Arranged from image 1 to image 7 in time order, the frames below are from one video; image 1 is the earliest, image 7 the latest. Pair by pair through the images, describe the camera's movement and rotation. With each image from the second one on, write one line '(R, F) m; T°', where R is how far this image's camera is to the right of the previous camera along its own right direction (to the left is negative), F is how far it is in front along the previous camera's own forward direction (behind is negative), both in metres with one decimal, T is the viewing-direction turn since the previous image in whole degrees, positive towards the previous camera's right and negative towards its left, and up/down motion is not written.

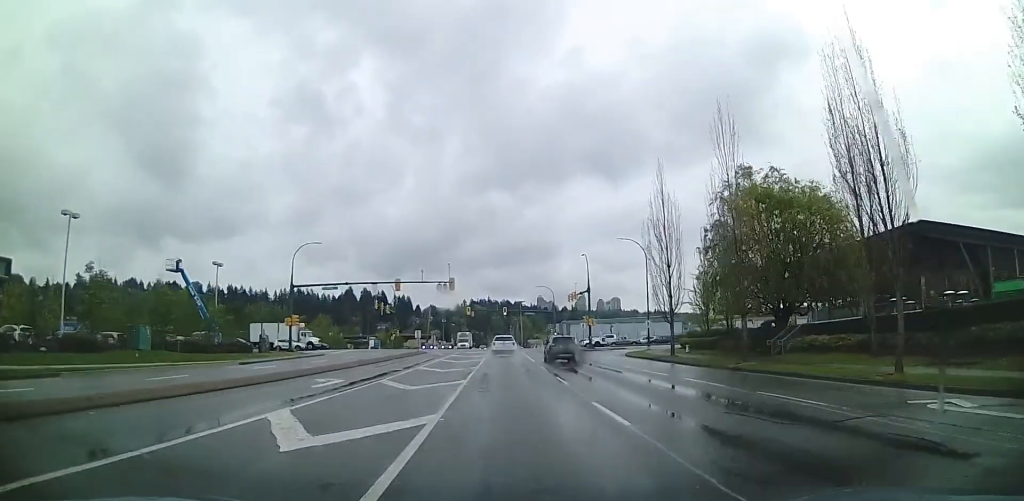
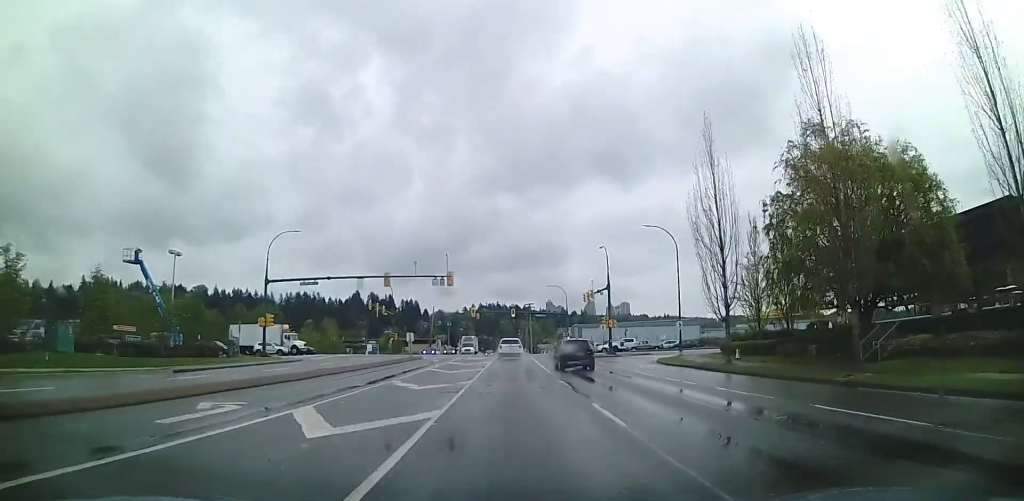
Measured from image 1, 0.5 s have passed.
(0.0, +8.5) m; -1°
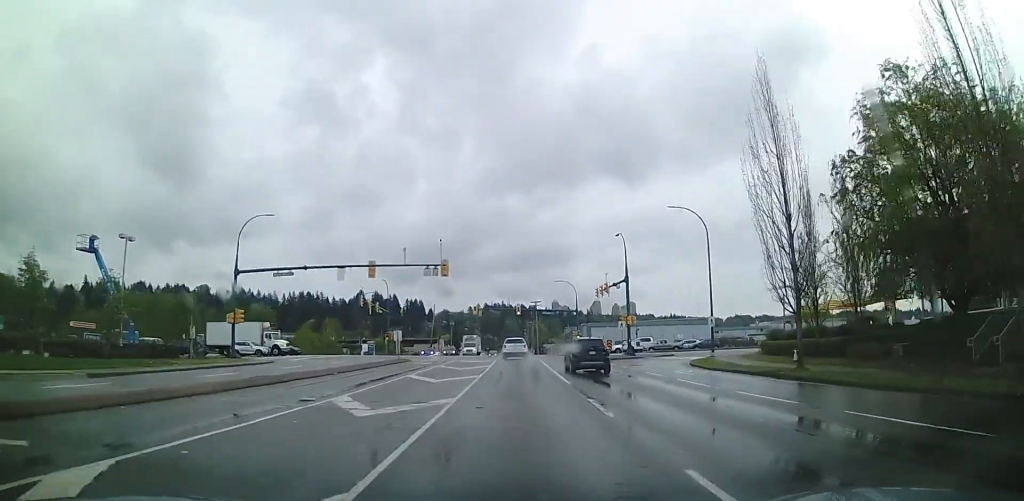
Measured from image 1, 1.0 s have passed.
(-0.1, +7.0) m; -1°
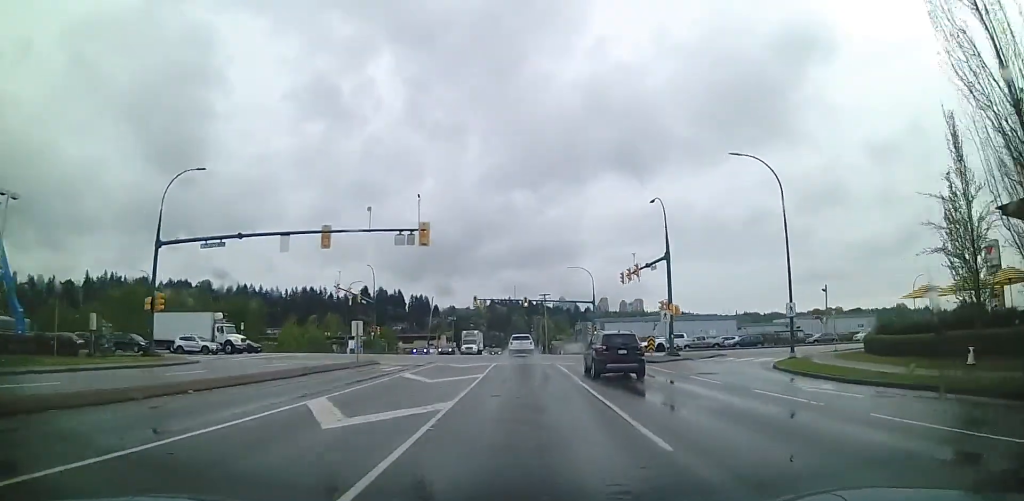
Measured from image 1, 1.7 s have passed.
(-0.1, +11.8) m; -1°
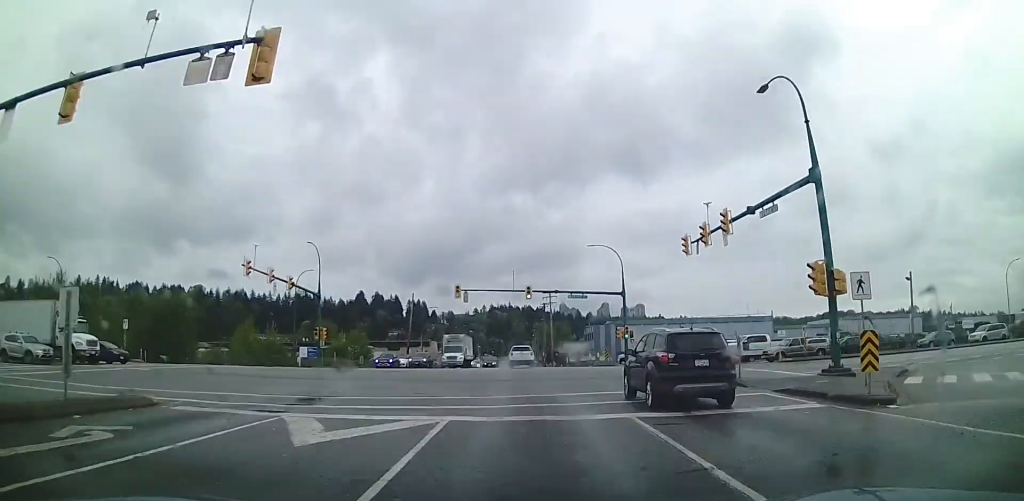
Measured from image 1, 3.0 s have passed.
(-0.2, +20.9) m; 0°
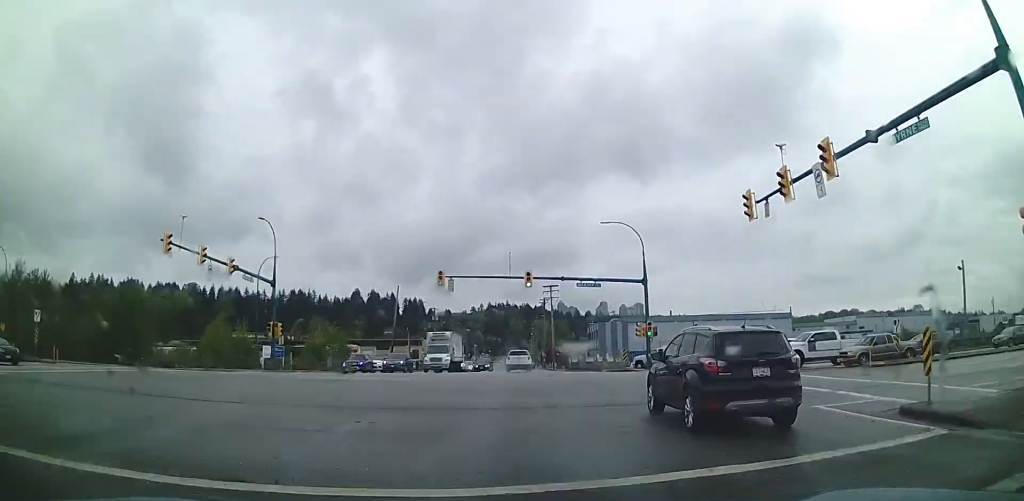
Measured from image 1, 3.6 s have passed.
(+0.3, +10.0) m; 0°
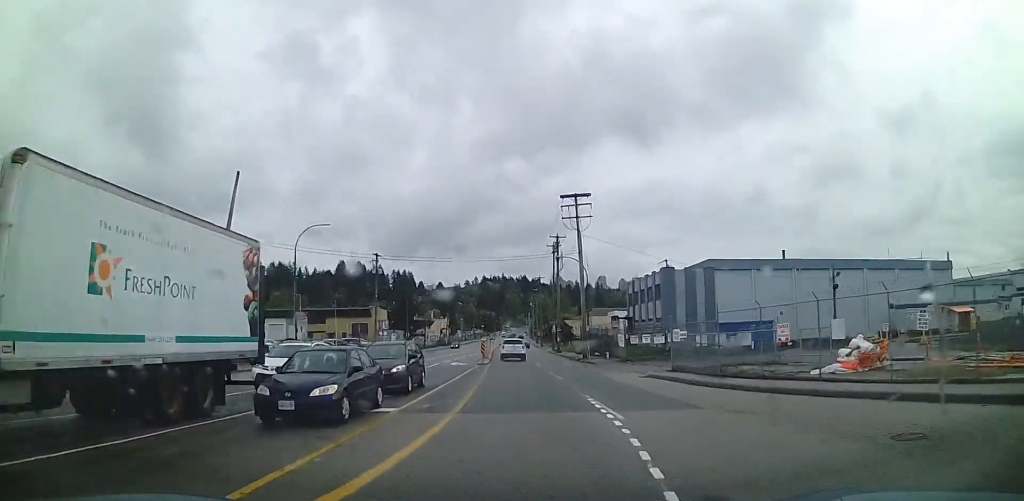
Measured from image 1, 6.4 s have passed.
(+0.3, +49.6) m; +1°
